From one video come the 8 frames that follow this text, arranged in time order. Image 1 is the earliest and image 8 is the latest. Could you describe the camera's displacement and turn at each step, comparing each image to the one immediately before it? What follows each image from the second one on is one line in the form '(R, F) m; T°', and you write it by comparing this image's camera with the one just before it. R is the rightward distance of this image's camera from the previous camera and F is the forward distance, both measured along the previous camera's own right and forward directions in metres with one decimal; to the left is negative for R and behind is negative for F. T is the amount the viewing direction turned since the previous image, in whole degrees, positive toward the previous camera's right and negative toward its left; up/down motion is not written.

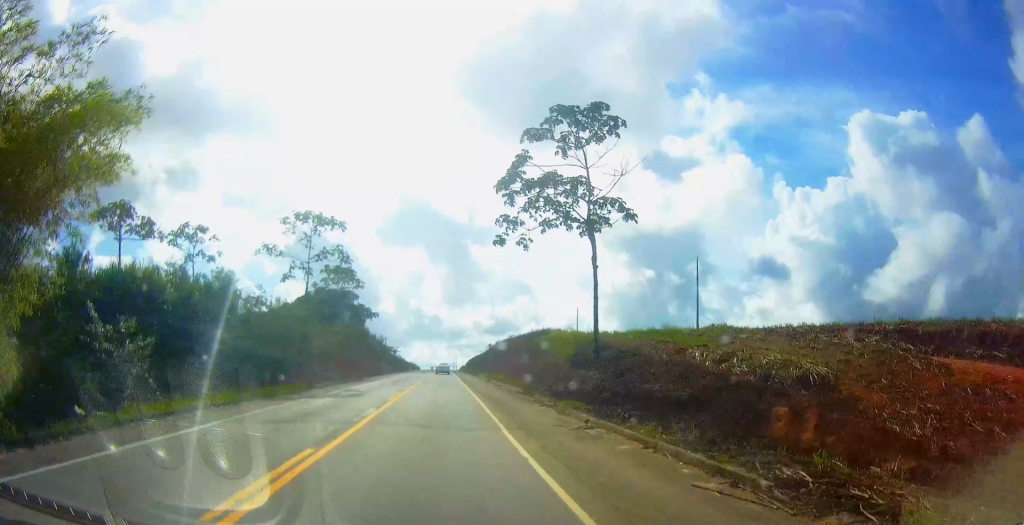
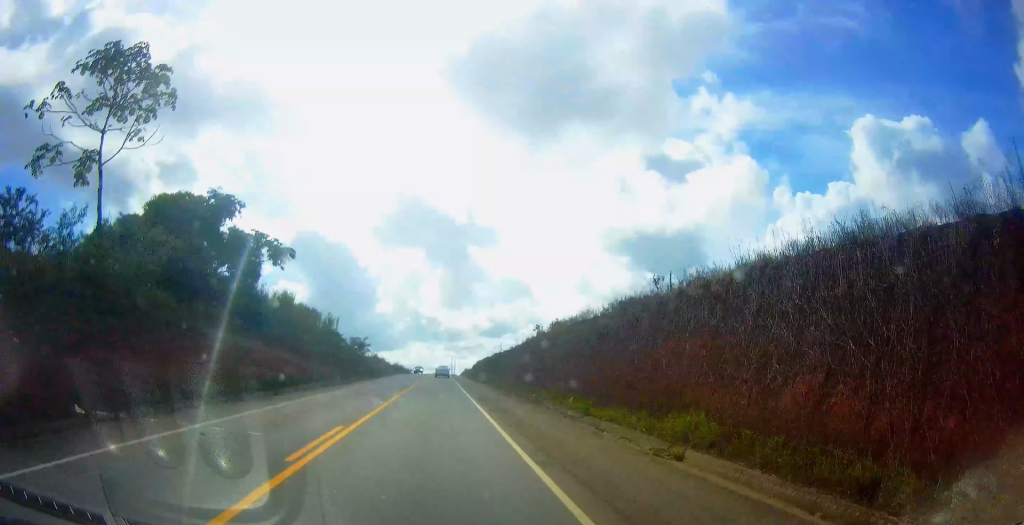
(+0.2, +47.2) m; 0°
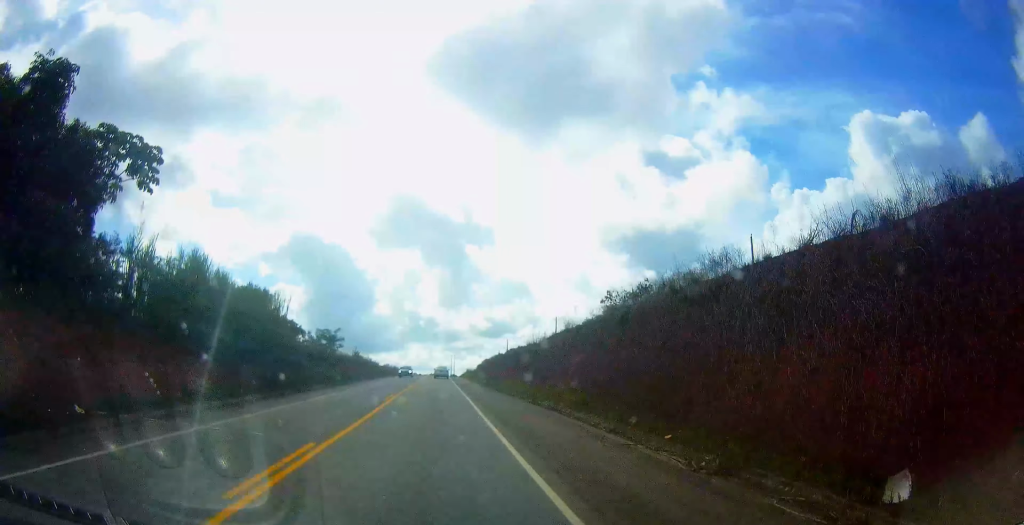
(0.0, +18.7) m; 0°
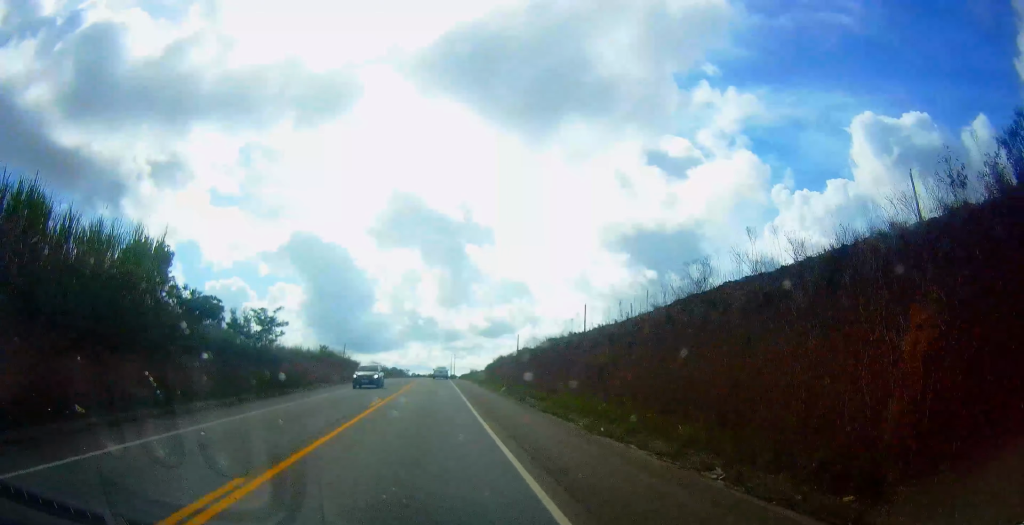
(0.0, +19.8) m; 0°
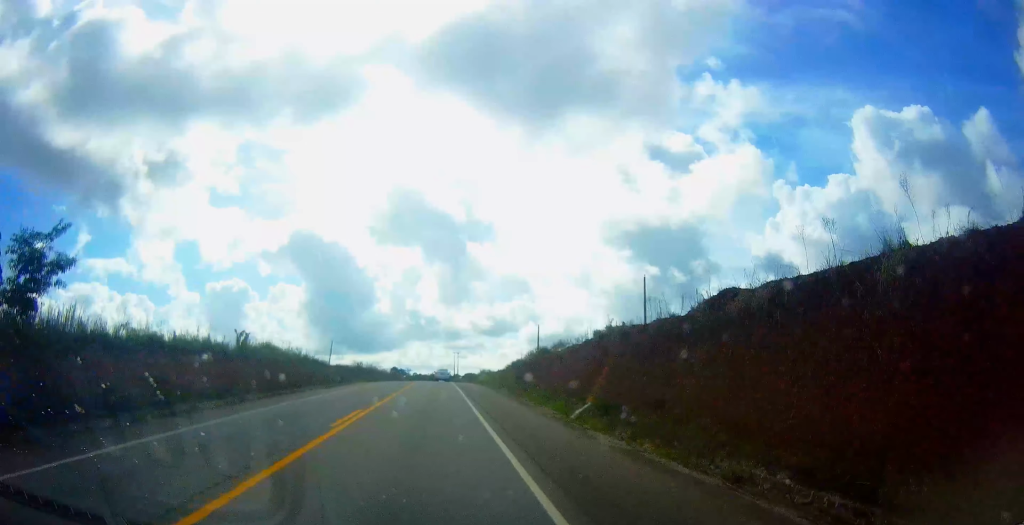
(0.0, +22.1) m; 0°
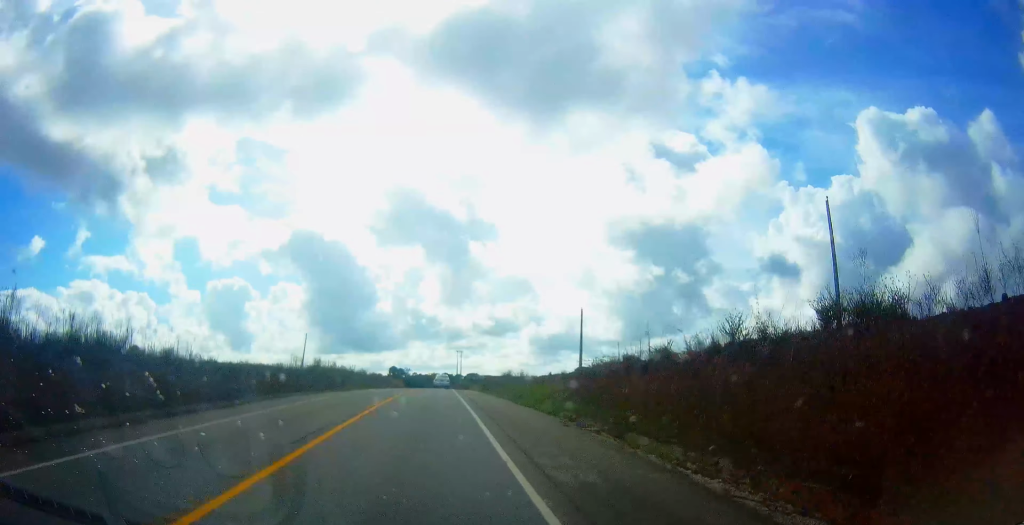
(0.0, +28.1) m; 0°
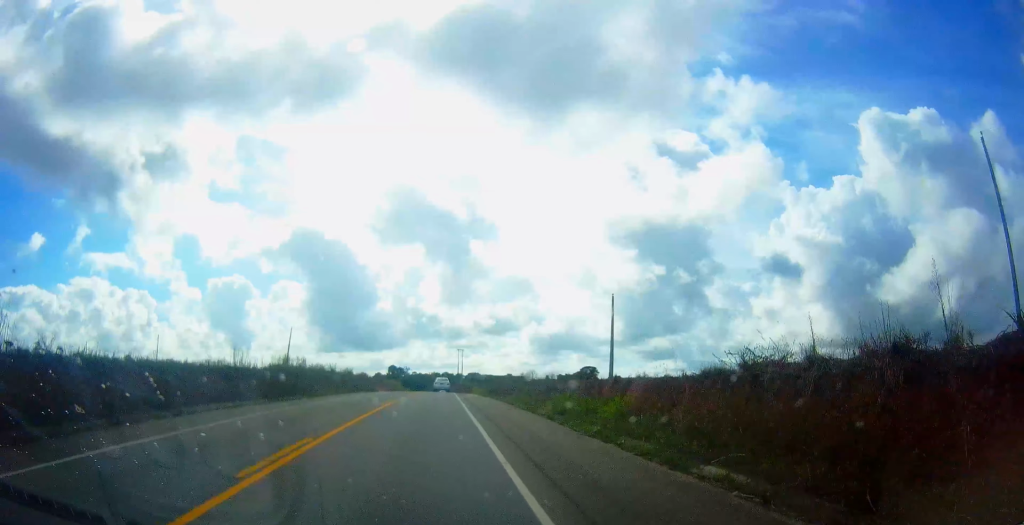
(+0.1, +11.8) m; 0°
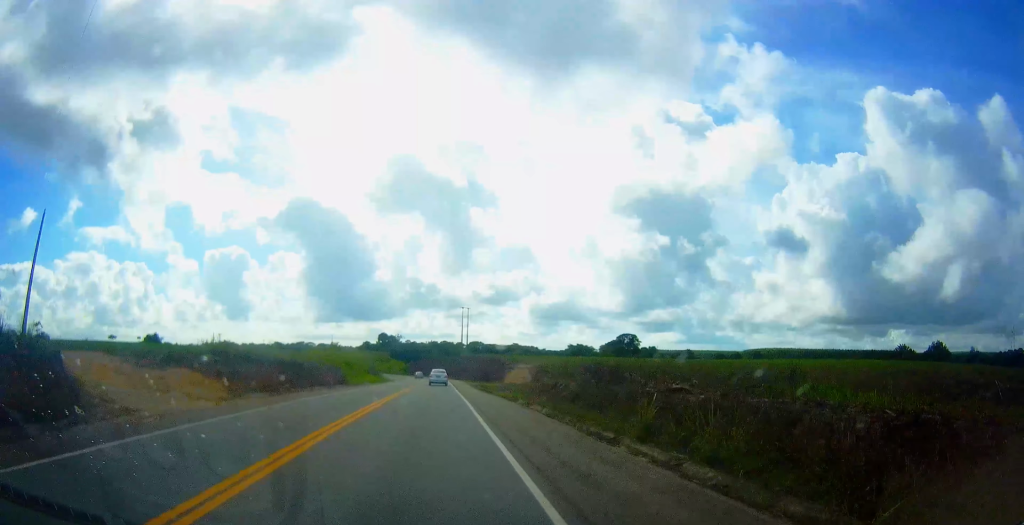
(-0.6, +69.1) m; 0°
